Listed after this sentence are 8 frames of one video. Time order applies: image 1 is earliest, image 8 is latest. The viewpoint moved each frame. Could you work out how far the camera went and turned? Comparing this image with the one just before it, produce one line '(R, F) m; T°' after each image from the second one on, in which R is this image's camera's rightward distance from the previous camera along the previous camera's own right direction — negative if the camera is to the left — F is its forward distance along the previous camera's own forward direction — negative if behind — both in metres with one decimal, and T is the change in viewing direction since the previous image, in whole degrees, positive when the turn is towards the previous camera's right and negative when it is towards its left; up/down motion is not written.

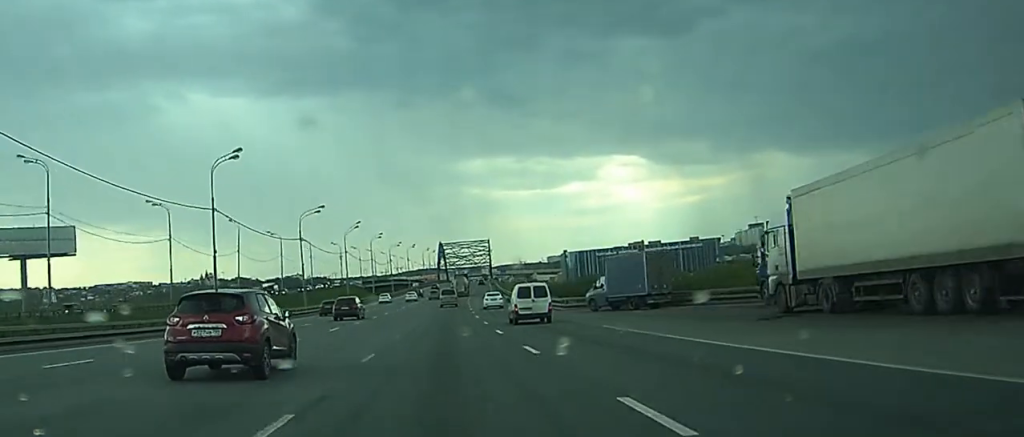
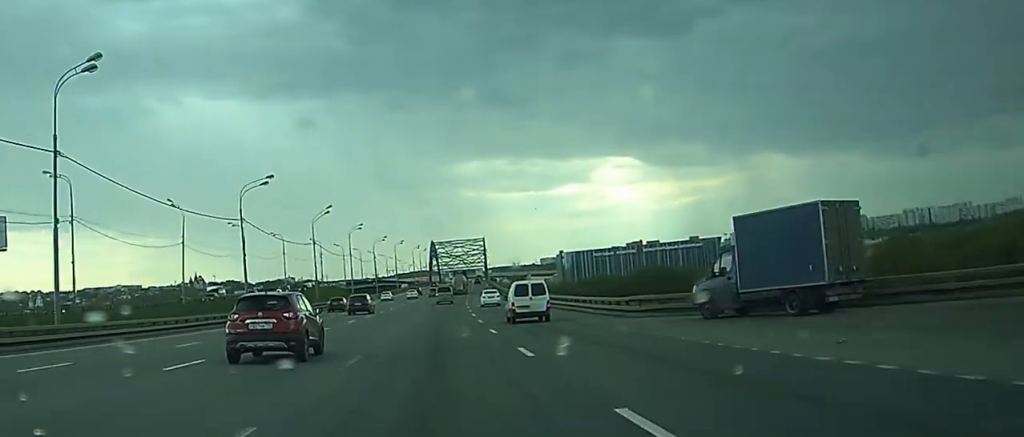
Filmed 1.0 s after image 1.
(+0.3, +25.5) m; +1°
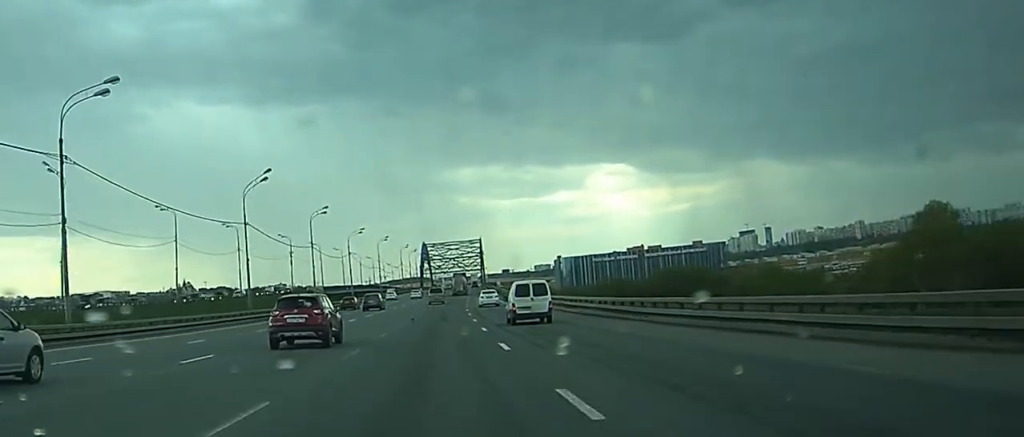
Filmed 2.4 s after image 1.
(+0.4, +29.8) m; +1°
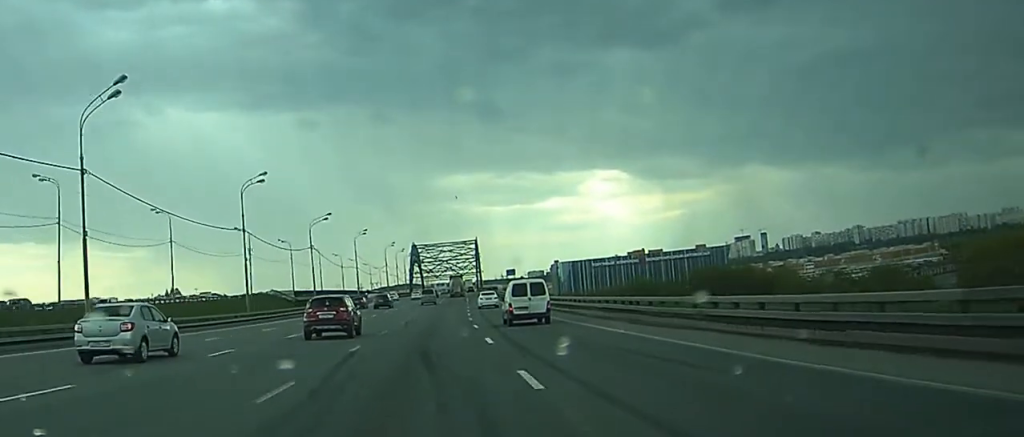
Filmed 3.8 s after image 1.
(+0.2, +25.8) m; +1°
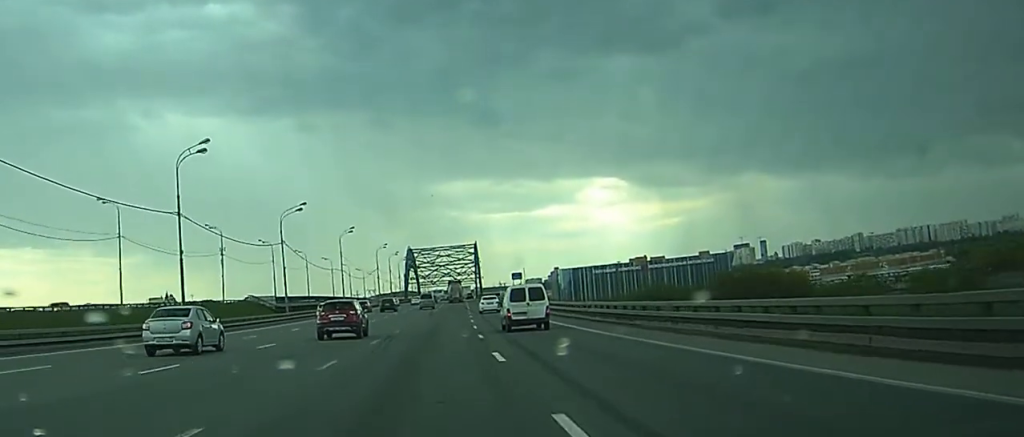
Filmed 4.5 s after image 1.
(0.0, +13.4) m; 0°
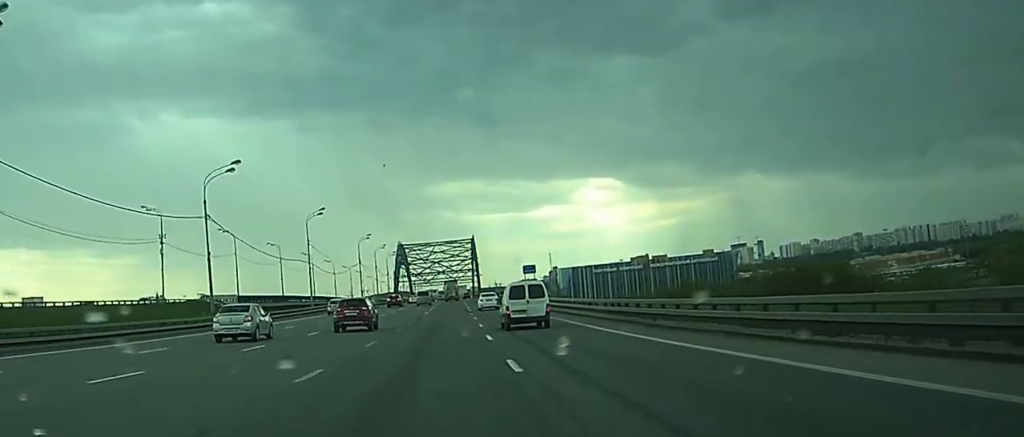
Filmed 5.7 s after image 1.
(-0.1, +21.4) m; 0°
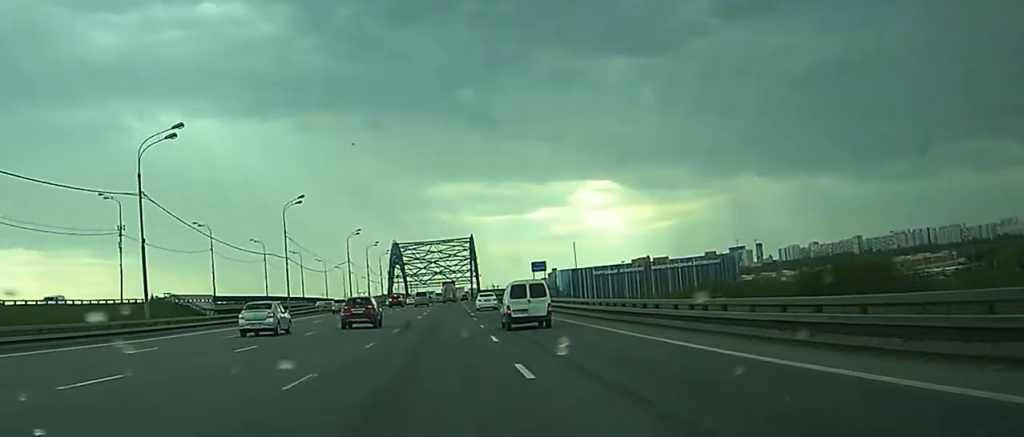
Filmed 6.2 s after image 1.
(0.0, +11.1) m; 0°
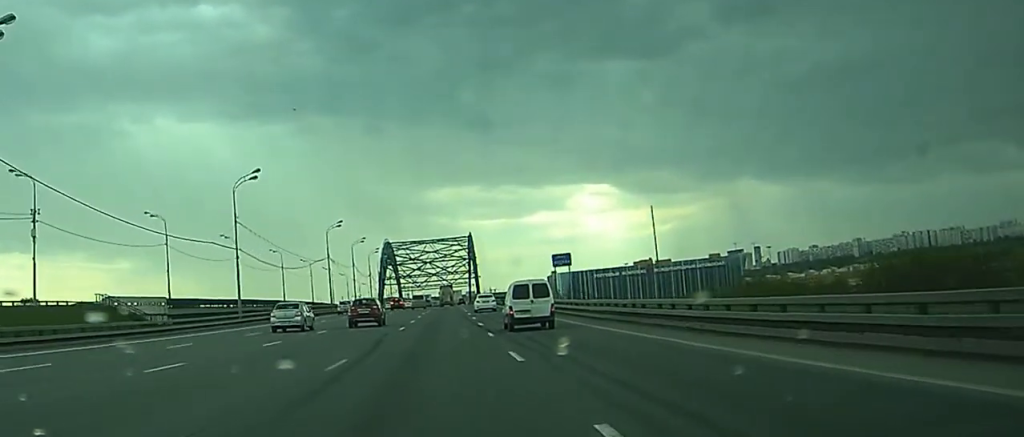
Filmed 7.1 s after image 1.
(0.0, +17.2) m; 0°
